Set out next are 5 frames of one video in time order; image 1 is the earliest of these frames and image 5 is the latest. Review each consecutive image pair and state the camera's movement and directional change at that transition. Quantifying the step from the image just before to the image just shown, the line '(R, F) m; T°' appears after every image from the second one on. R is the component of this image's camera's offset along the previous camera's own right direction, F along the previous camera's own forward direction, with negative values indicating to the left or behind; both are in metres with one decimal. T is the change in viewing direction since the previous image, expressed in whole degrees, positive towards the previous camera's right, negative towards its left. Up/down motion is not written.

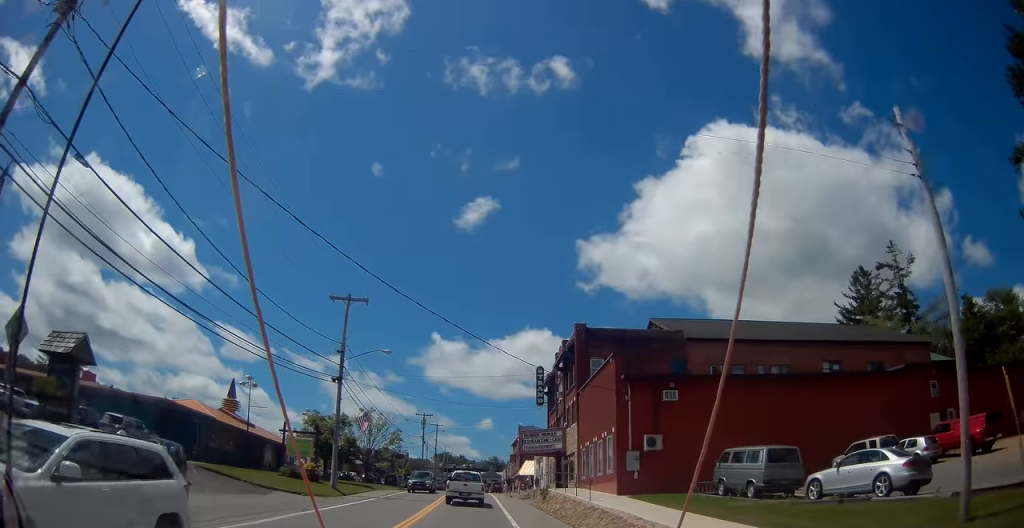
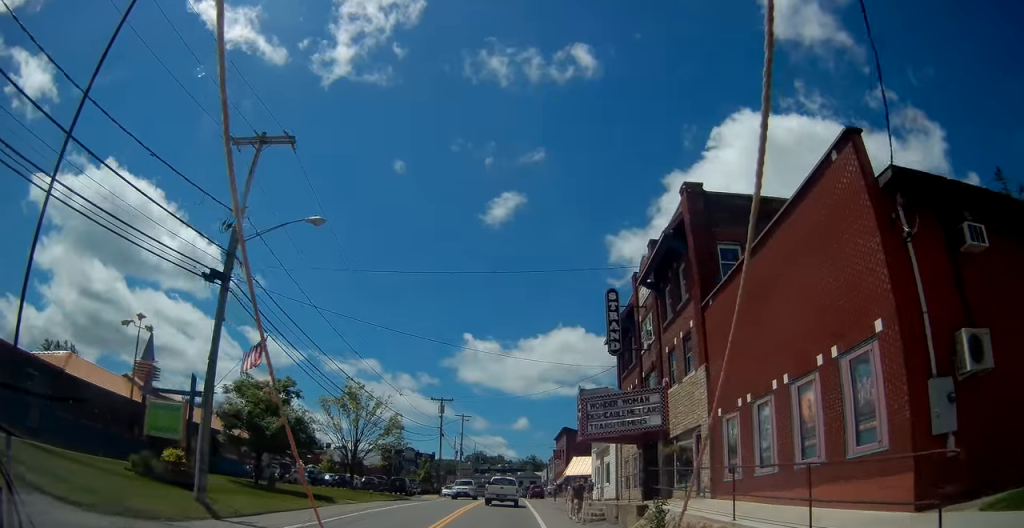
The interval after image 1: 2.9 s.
(-0.9, +18.3) m; -5°
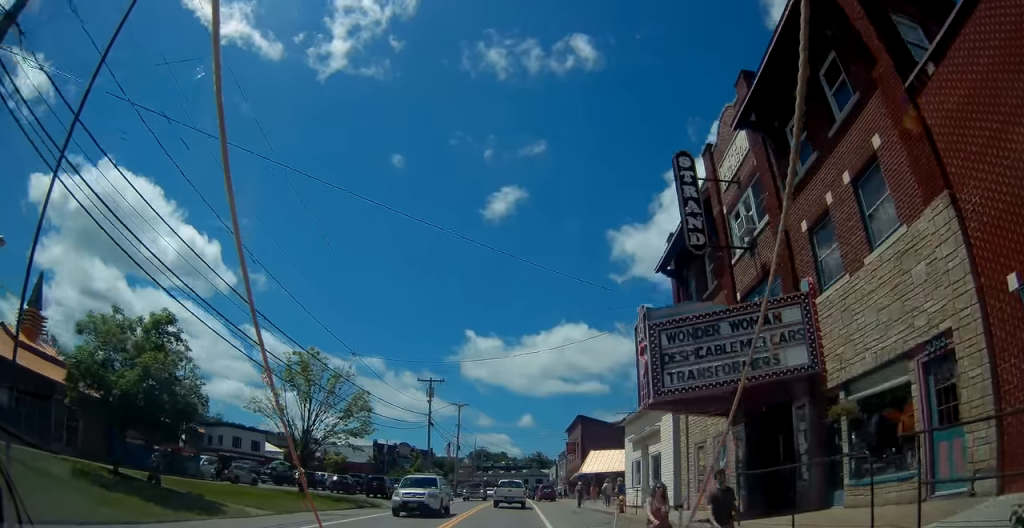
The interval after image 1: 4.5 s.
(+0.1, +11.3) m; 0°
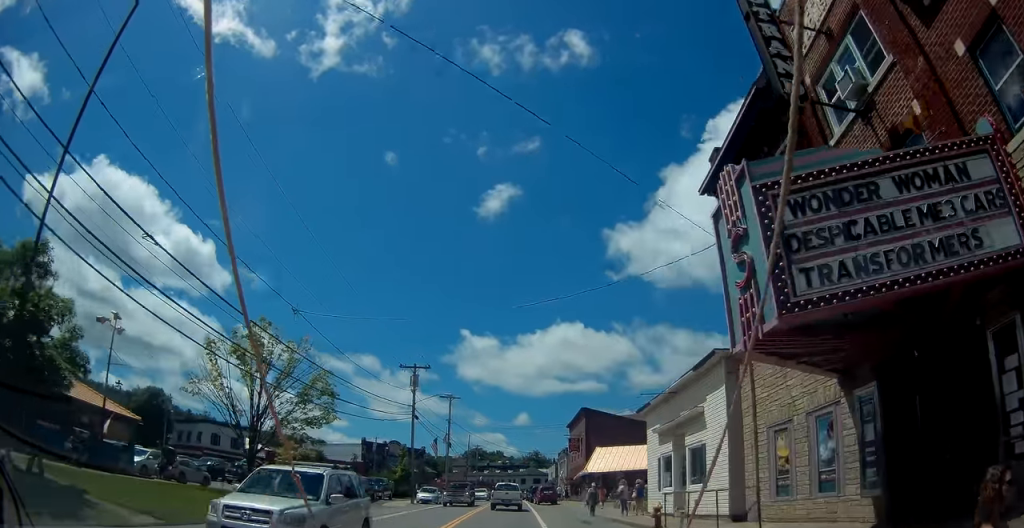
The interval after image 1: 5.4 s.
(-0.2, +6.5) m; -2°
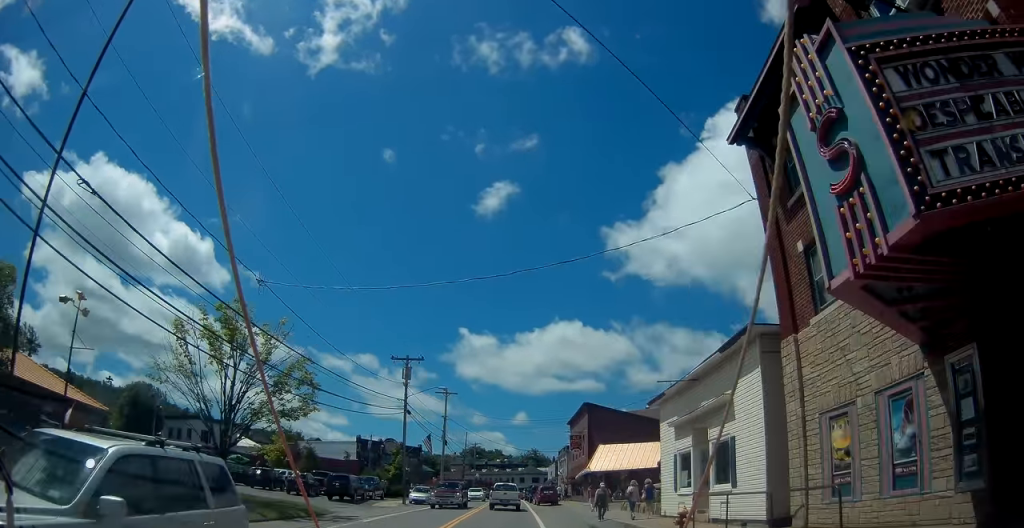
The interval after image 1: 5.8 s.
(0.0, +2.7) m; 0°
